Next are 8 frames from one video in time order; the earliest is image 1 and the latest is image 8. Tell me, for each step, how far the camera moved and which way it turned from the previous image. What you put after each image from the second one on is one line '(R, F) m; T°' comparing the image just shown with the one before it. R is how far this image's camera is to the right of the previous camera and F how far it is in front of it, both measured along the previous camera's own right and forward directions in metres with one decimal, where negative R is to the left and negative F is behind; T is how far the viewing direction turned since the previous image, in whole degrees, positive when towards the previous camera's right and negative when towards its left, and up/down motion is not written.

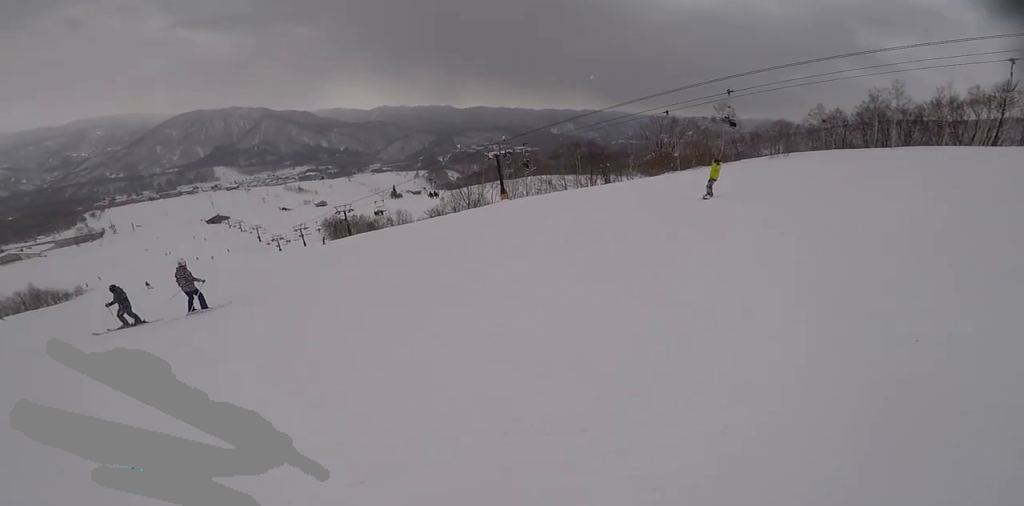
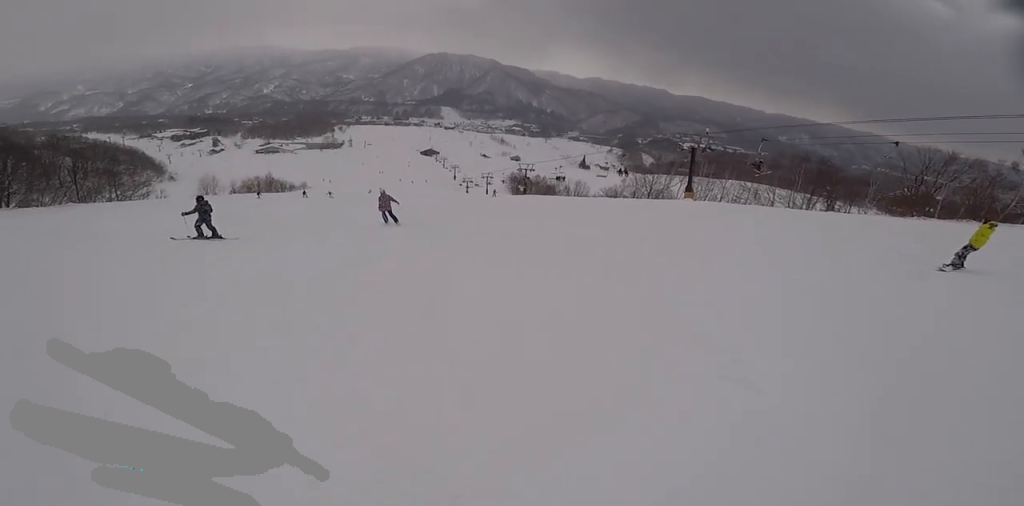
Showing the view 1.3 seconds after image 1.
(-0.2, +5.3) m; -15°
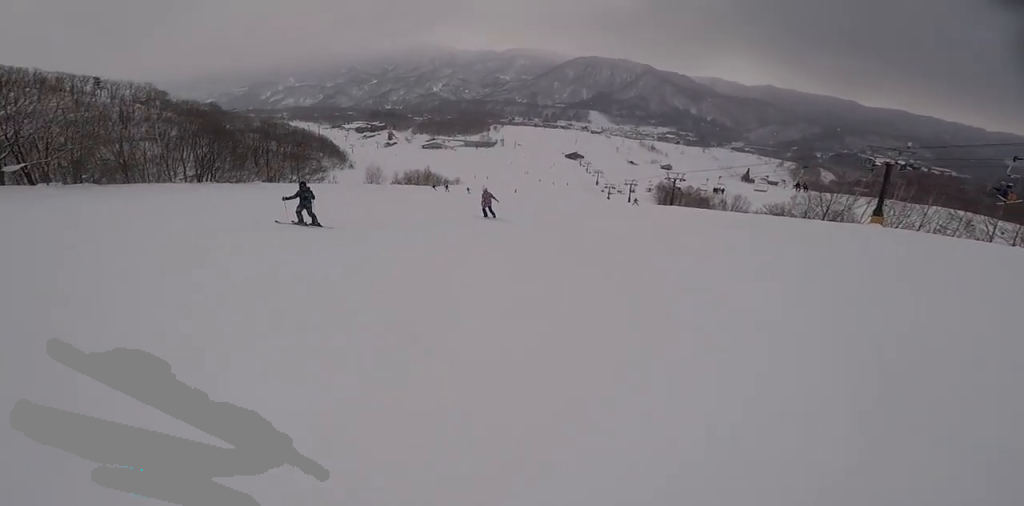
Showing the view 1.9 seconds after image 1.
(+0.4, +2.4) m; -17°
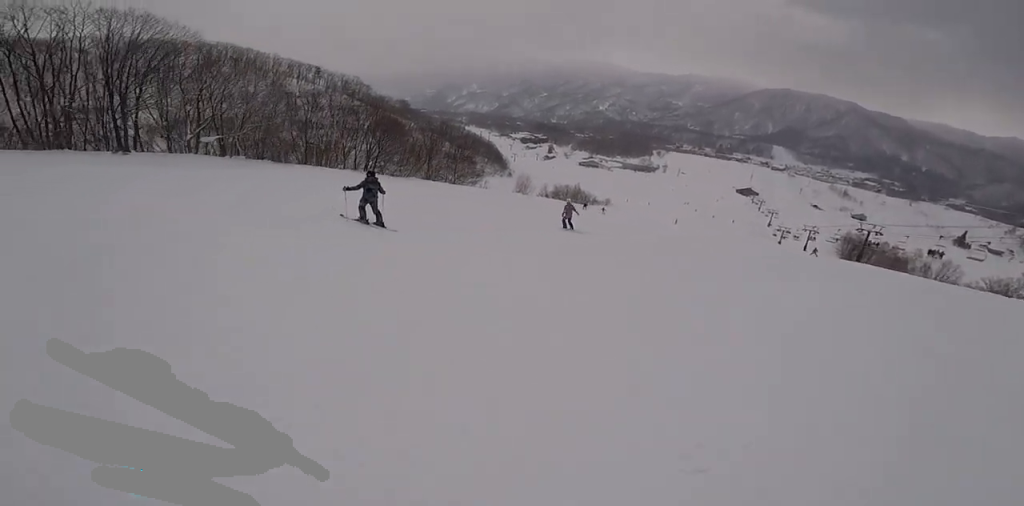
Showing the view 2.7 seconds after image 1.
(-1.5, +3.6) m; -30°
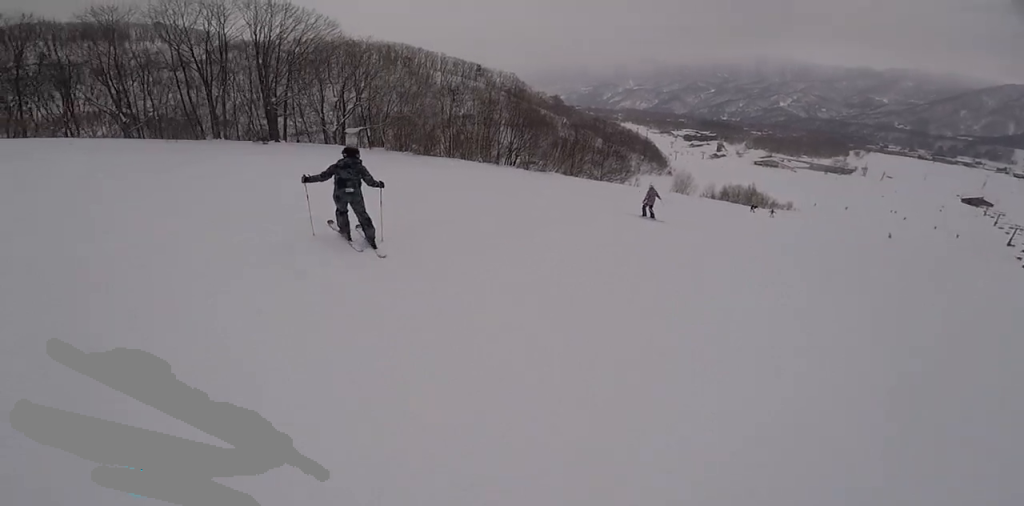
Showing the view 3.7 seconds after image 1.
(-1.4, +4.9) m; -19°
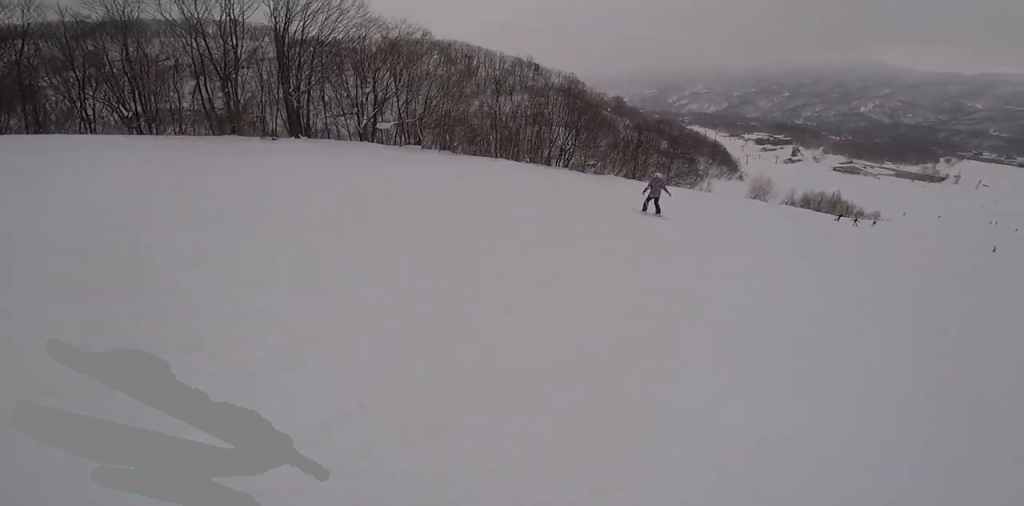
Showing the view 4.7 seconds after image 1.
(-0.2, +5.2) m; -9°
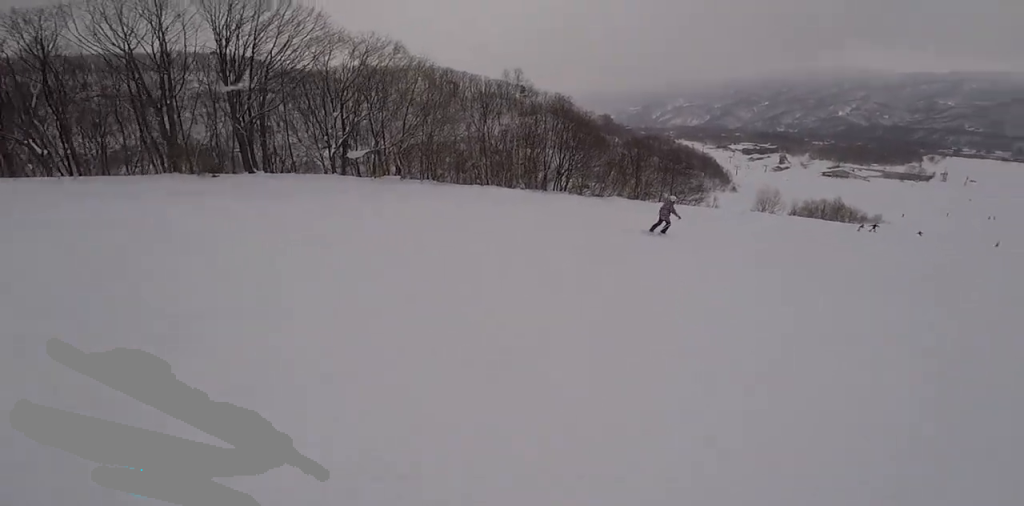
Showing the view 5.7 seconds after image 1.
(-0.6, +5.0) m; +12°
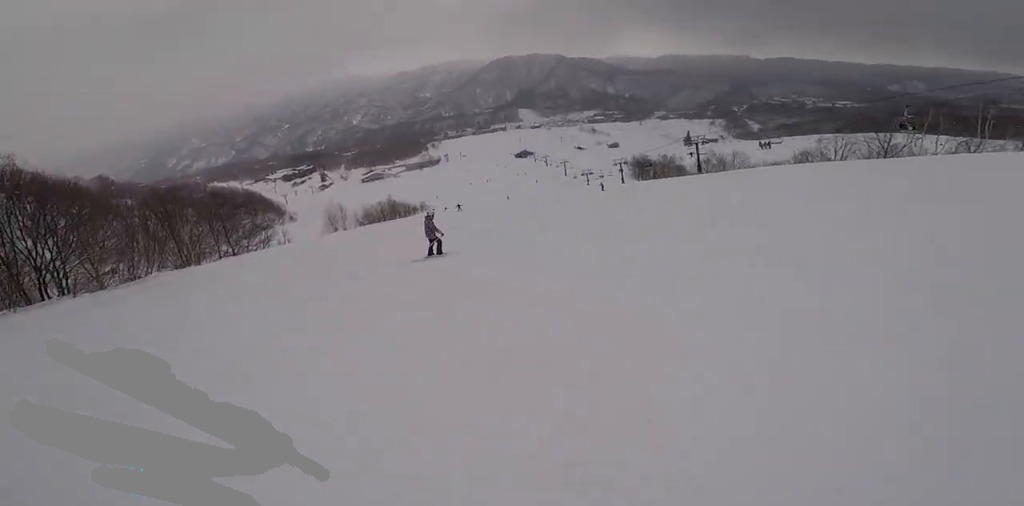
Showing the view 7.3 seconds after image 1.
(+3.5, +5.1) m; +60°
